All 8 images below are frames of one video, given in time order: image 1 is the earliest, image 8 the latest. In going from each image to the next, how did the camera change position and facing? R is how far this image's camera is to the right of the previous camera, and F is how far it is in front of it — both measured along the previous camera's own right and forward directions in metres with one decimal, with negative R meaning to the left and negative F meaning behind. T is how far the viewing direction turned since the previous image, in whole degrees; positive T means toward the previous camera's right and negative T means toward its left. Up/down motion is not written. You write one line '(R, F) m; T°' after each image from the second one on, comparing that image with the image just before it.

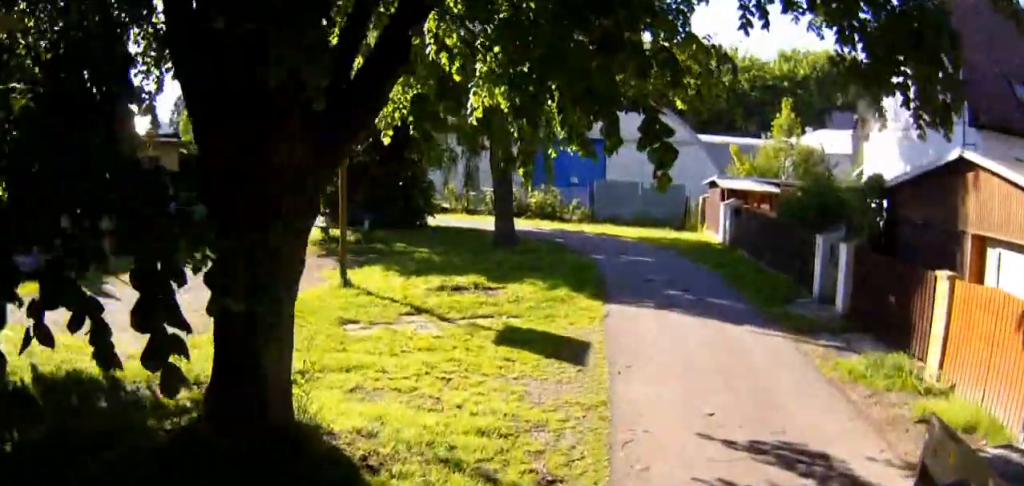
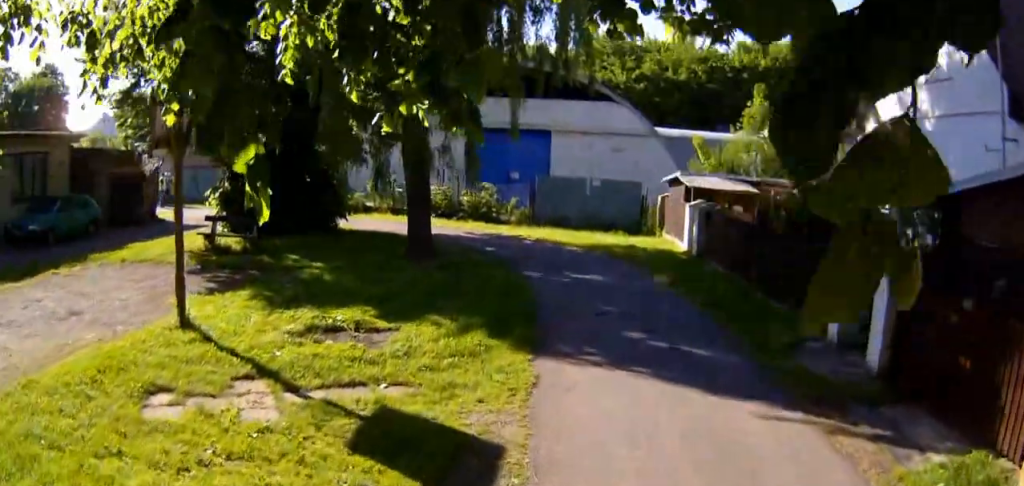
(0.0, +4.4) m; 0°
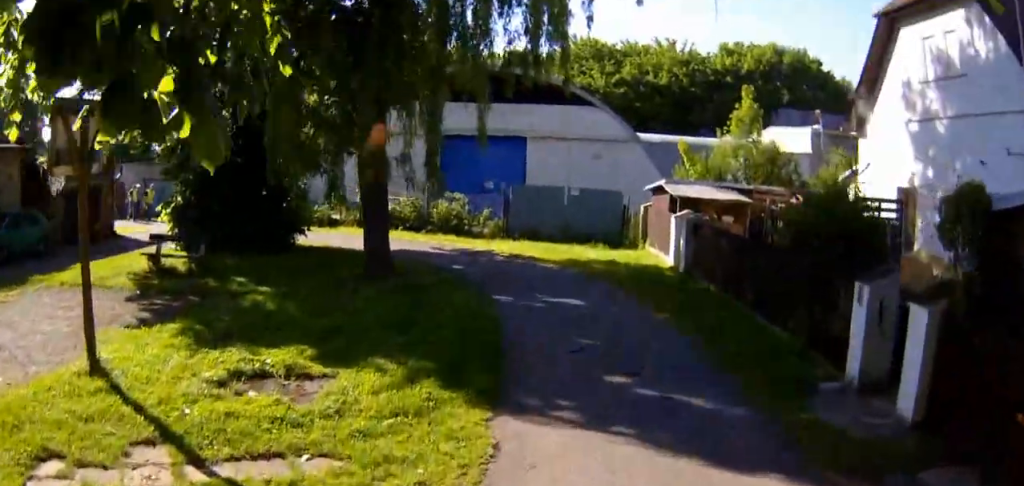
(0.0, +2.2) m; -1°
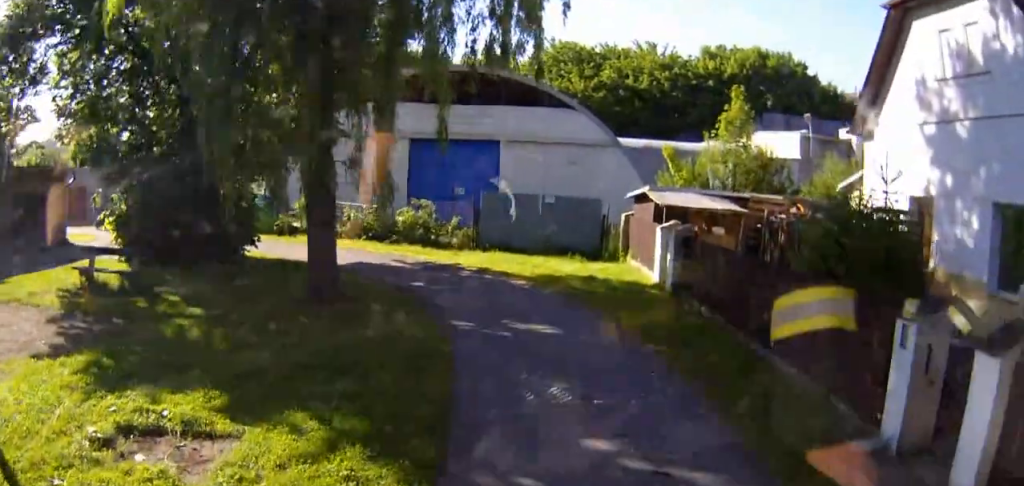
(0.0, +2.0) m; -1°
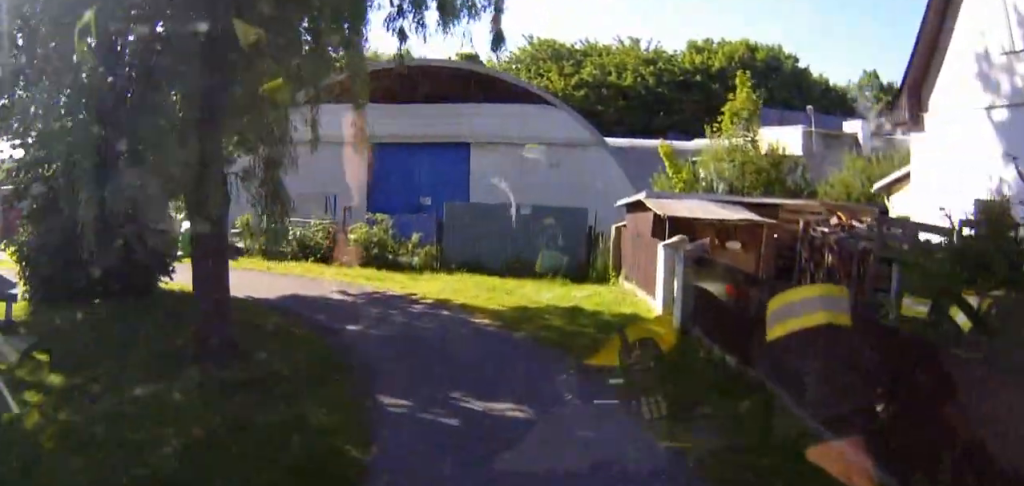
(-0.1, +3.1) m; -1°
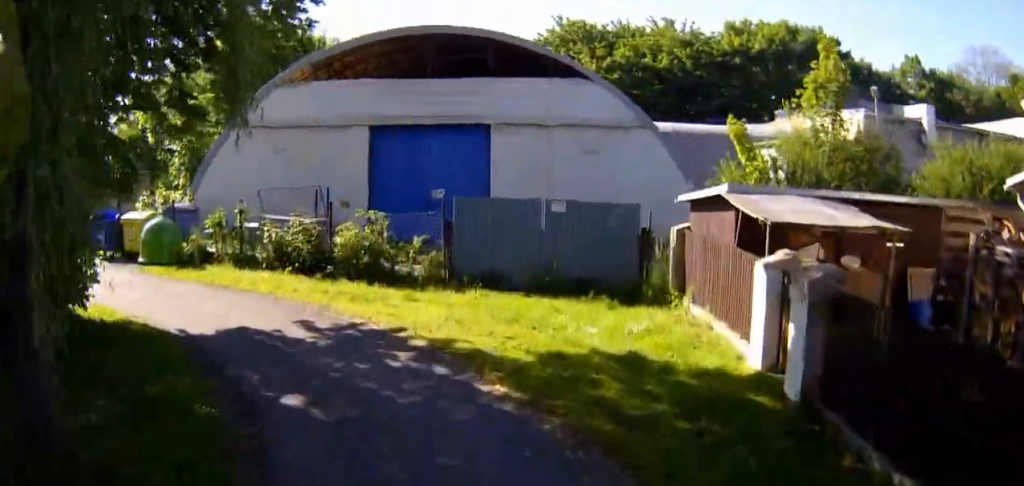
(0.0, +3.5) m; +7°
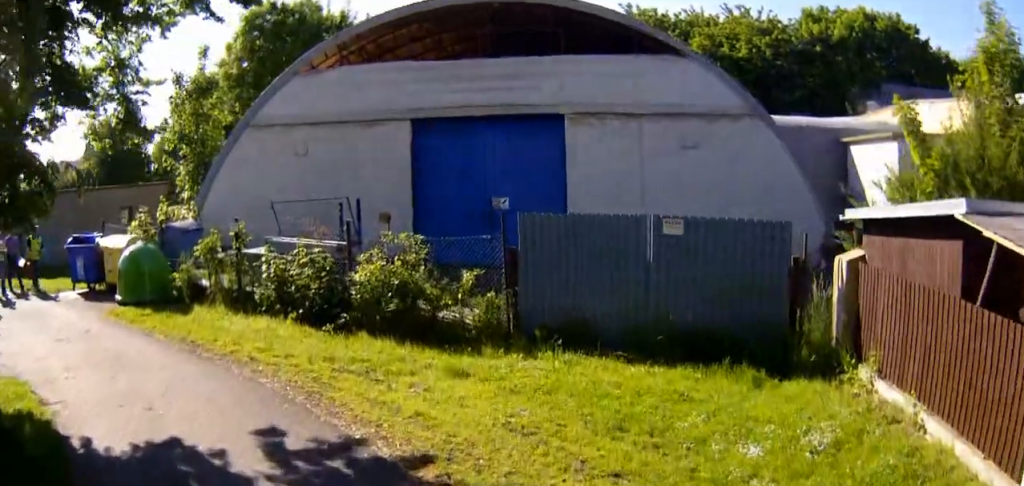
(+0.4, +4.2) m; +5°
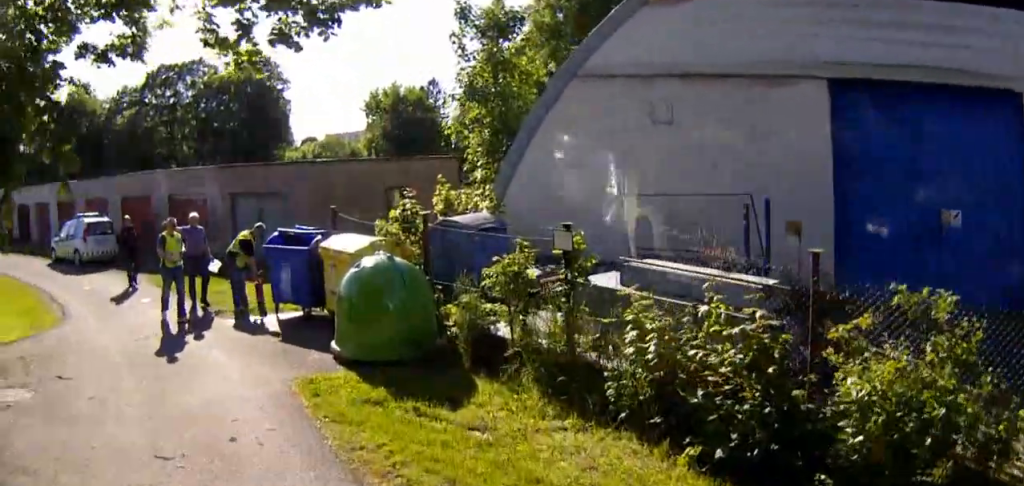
(-0.5, +5.5) m; -22°
